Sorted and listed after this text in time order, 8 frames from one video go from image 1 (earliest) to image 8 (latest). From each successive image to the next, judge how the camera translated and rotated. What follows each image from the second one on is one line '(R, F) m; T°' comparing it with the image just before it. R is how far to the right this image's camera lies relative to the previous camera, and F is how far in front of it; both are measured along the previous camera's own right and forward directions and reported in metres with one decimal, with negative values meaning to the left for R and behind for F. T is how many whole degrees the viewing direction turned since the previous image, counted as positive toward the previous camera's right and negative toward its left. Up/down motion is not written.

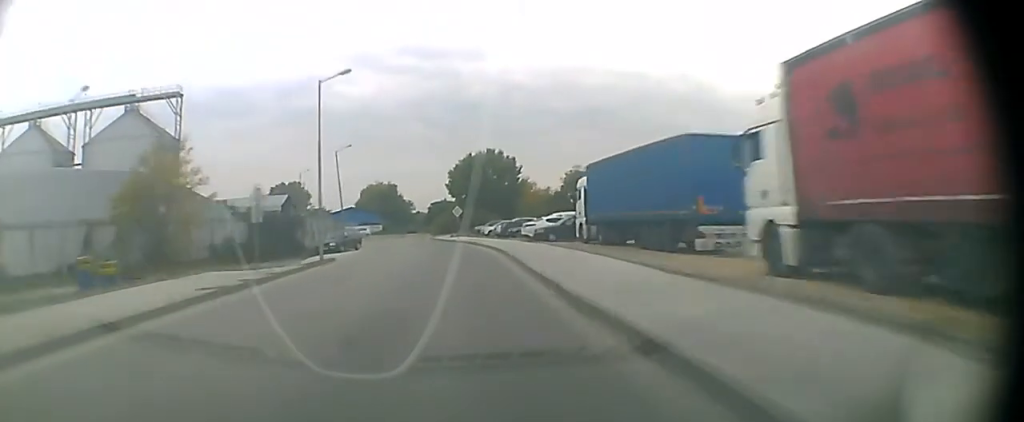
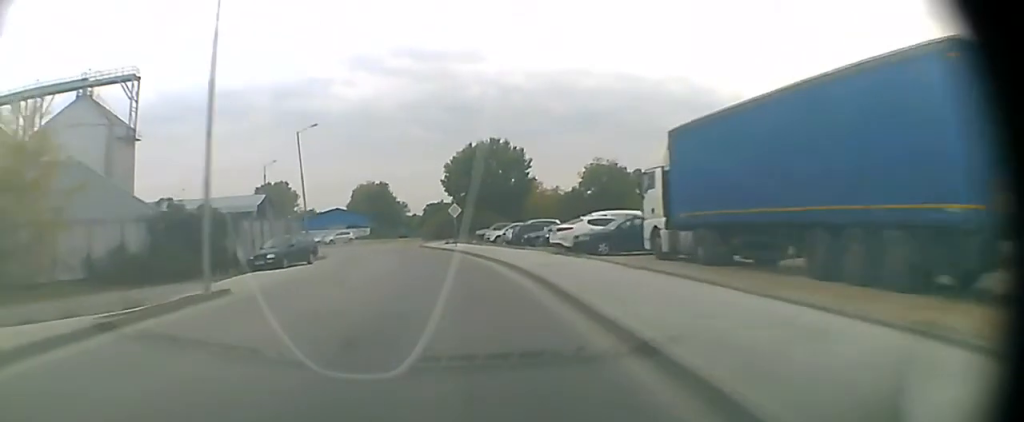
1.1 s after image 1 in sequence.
(0.0, +15.6) m; 0°
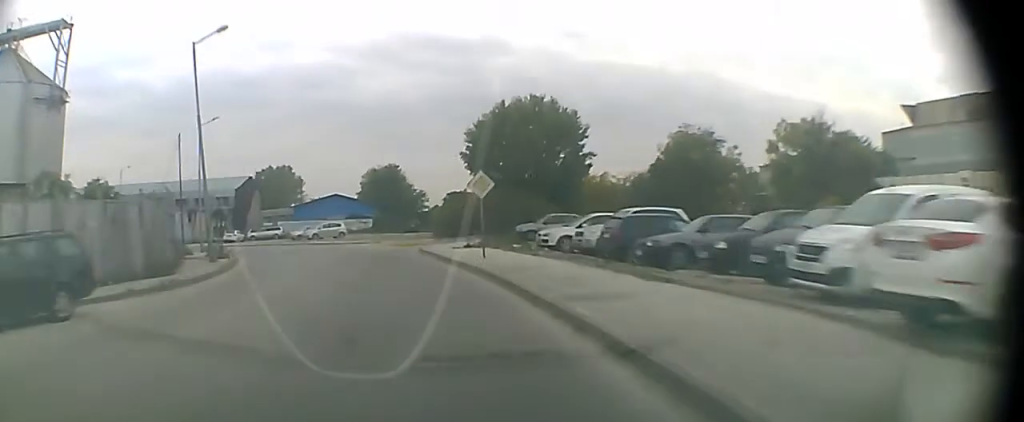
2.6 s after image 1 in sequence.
(0.0, +22.0) m; -2°
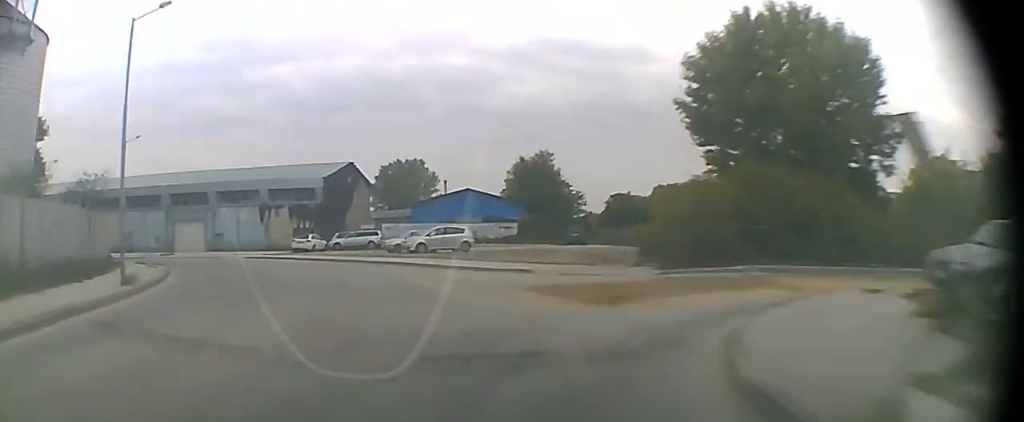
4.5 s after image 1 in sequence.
(-2.3, +26.6) m; -12°
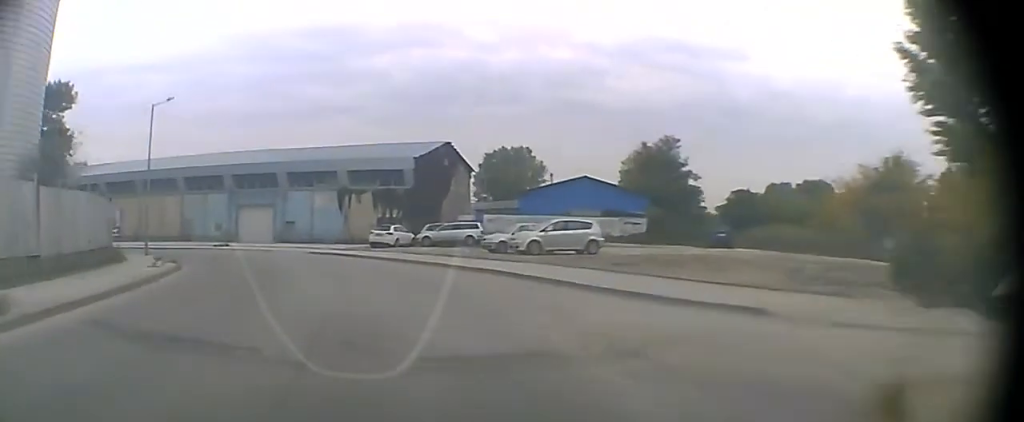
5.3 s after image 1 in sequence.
(-0.6, +10.8) m; -7°
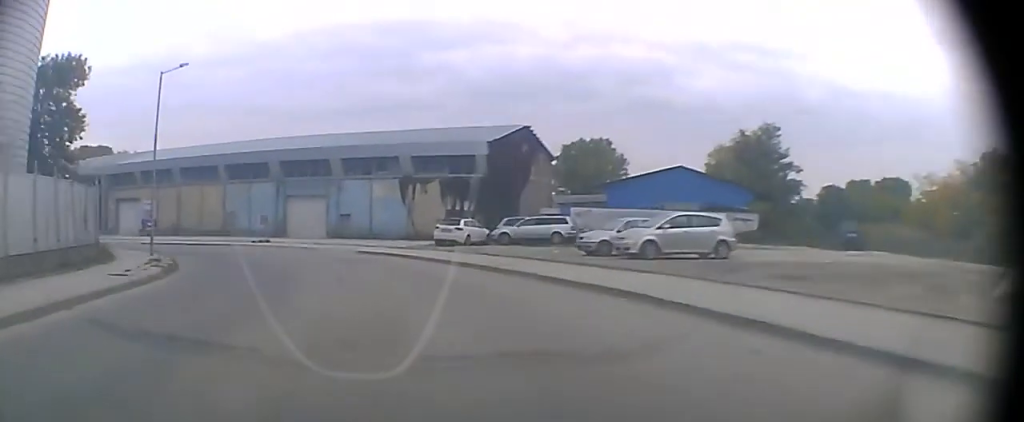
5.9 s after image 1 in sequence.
(-0.2, +8.1) m; -6°
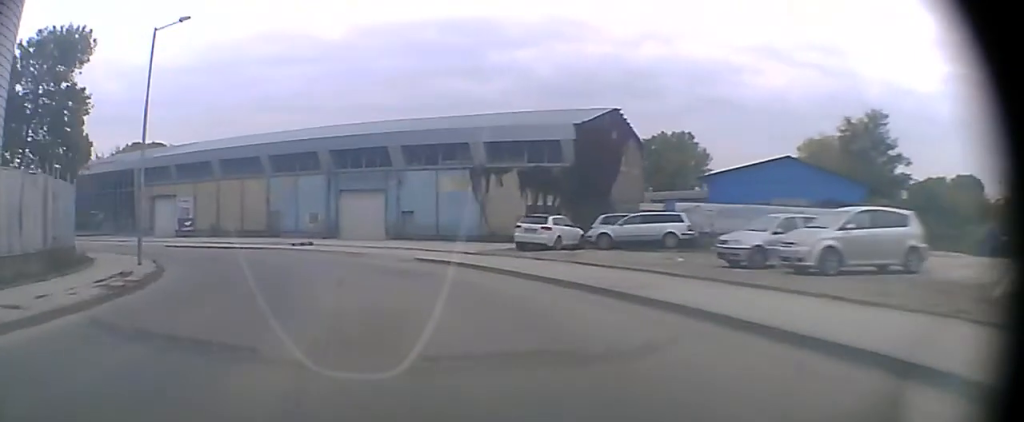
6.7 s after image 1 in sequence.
(-0.8, +9.8) m; -9°
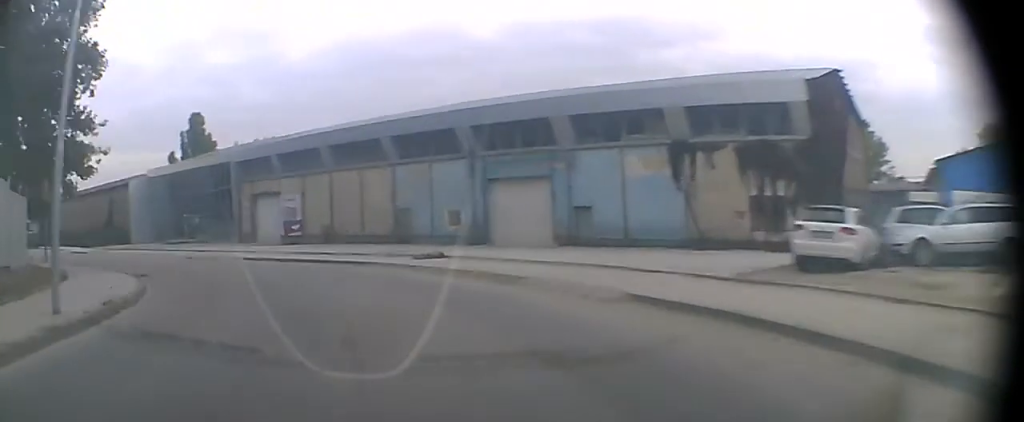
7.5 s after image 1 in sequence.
(-1.2, +11.6) m; -12°
